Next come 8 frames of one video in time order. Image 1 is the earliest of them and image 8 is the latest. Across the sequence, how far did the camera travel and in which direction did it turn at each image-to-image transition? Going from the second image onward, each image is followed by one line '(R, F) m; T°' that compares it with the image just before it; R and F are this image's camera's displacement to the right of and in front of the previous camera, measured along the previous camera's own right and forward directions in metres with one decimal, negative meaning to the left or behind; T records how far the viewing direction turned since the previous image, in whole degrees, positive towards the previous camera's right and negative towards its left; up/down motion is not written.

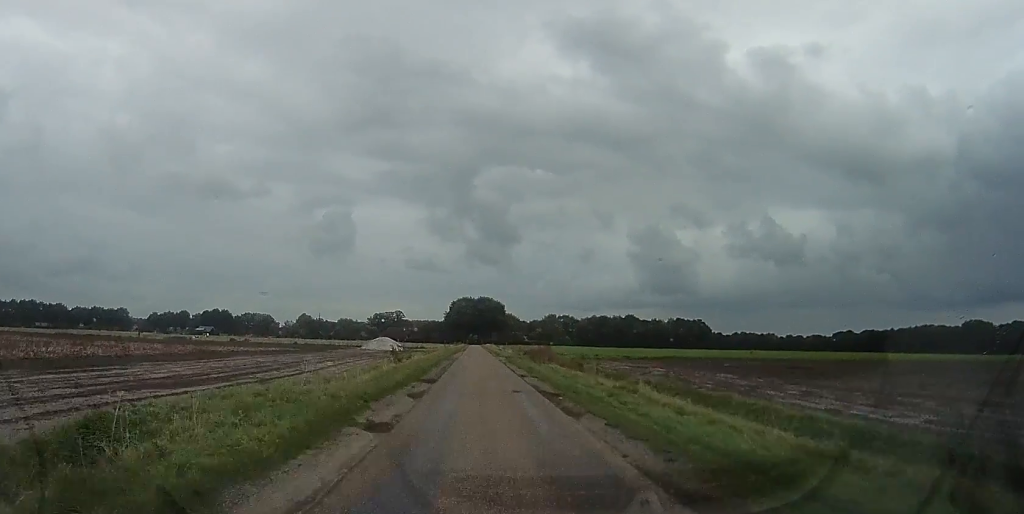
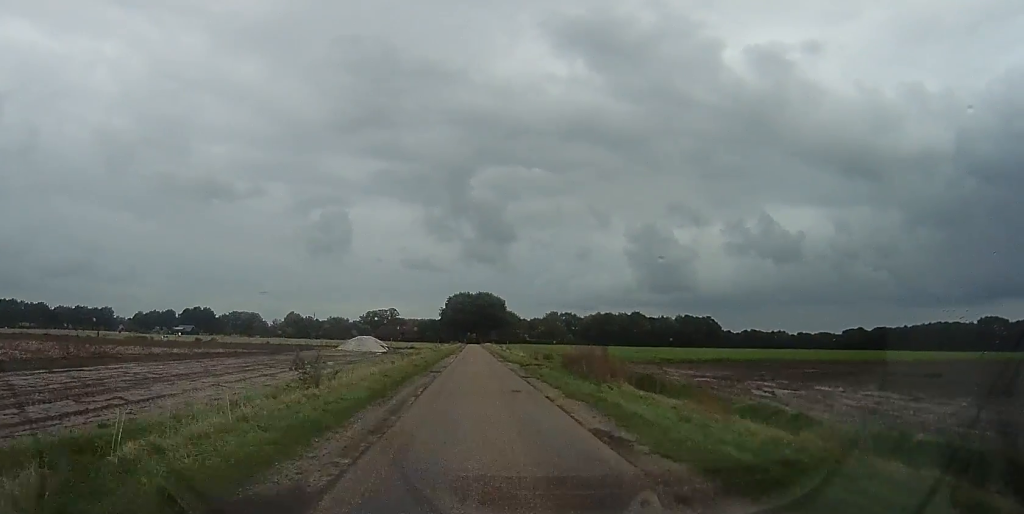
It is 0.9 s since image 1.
(+0.3, +17.0) m; 0°
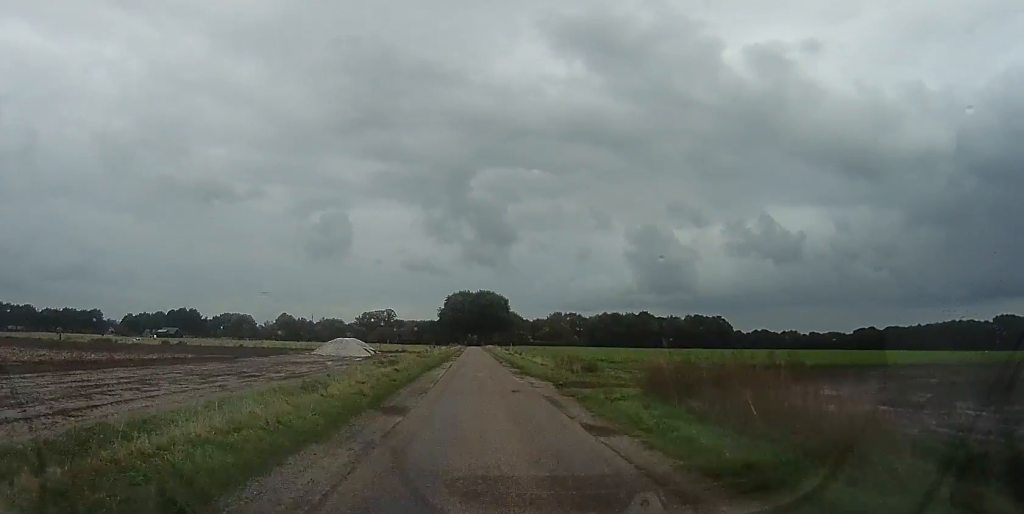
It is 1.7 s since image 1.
(-0.2, +13.9) m; -1°
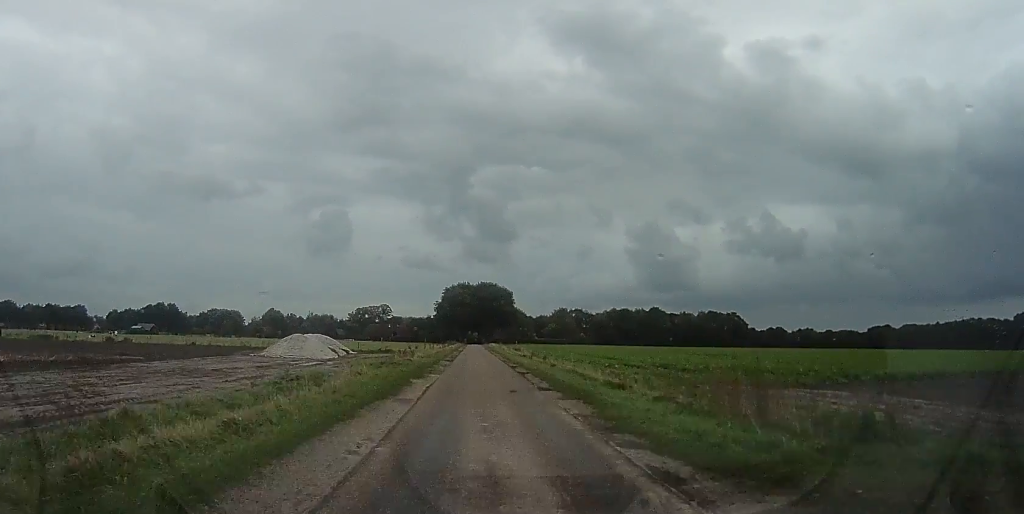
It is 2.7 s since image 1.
(-0.1, +18.2) m; 0°
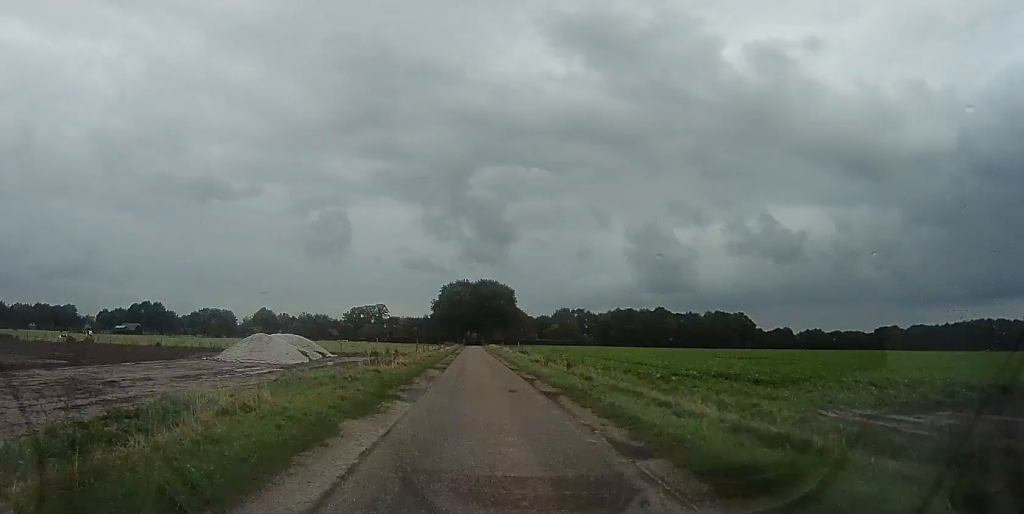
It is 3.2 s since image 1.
(+0.1, +9.8) m; +2°
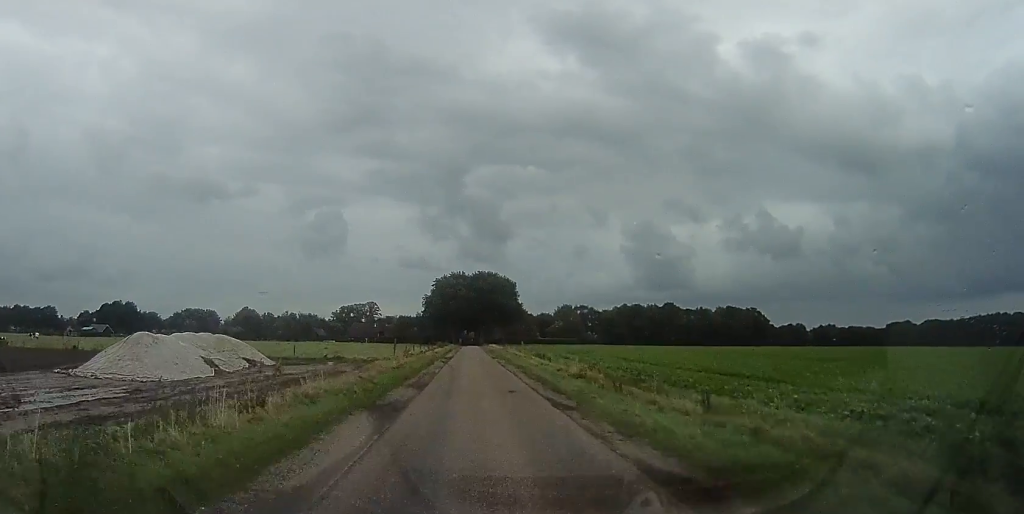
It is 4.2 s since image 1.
(+0.4, +17.1) m; +3°
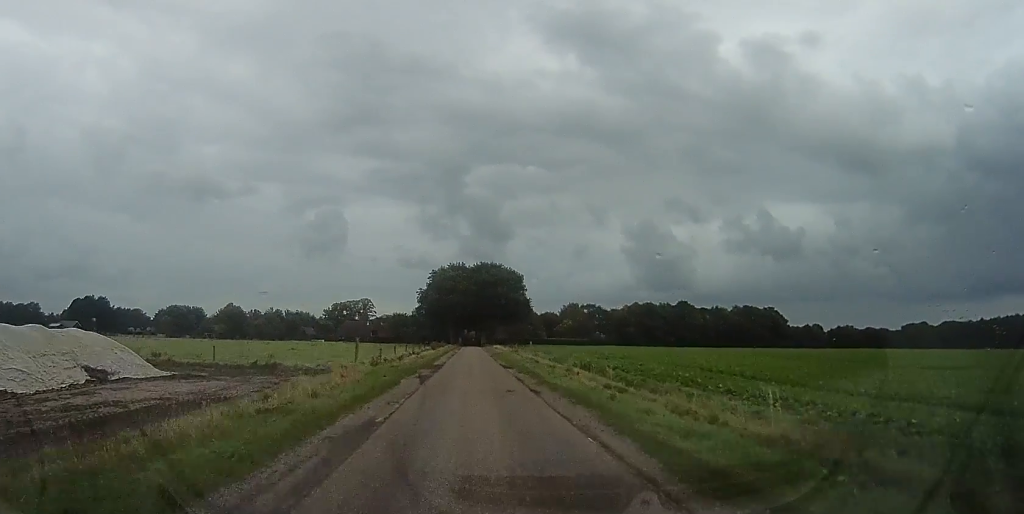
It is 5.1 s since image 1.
(+0.7, +16.3) m; -1°
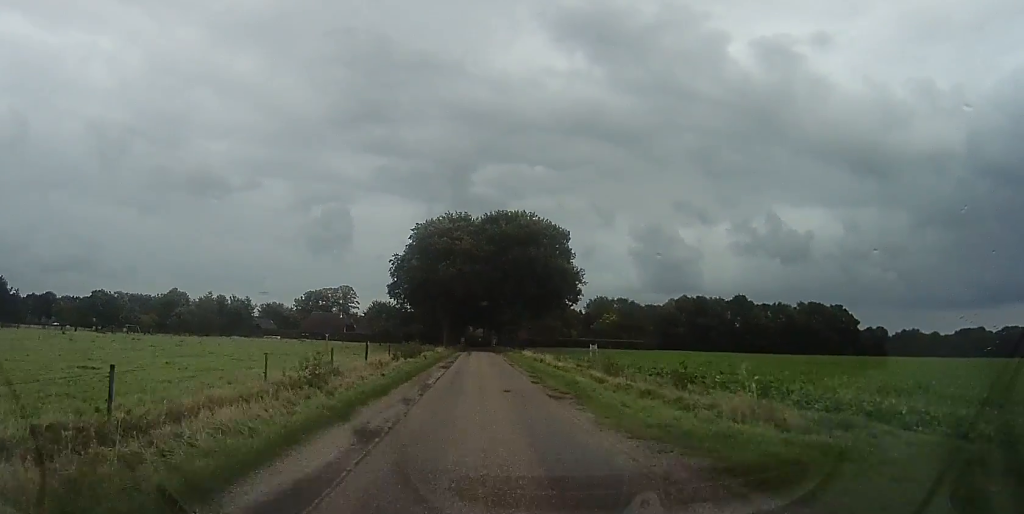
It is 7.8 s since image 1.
(-3.0, +49.1) m; -4°
